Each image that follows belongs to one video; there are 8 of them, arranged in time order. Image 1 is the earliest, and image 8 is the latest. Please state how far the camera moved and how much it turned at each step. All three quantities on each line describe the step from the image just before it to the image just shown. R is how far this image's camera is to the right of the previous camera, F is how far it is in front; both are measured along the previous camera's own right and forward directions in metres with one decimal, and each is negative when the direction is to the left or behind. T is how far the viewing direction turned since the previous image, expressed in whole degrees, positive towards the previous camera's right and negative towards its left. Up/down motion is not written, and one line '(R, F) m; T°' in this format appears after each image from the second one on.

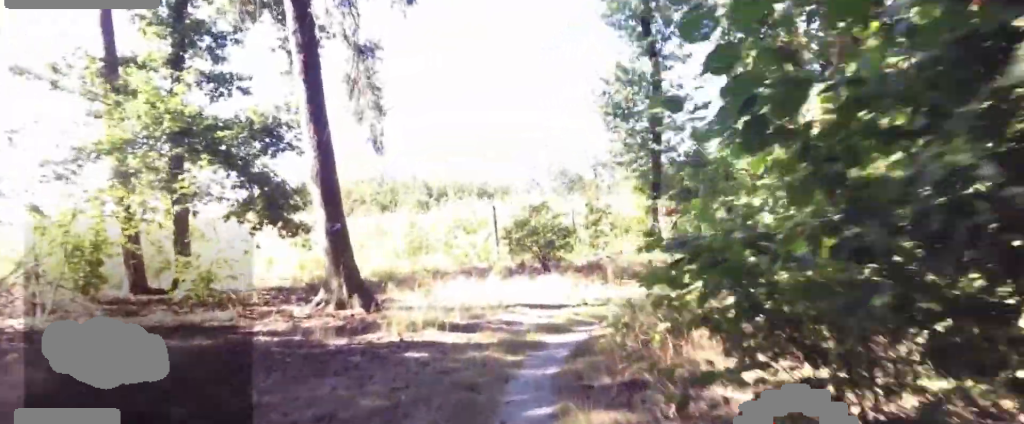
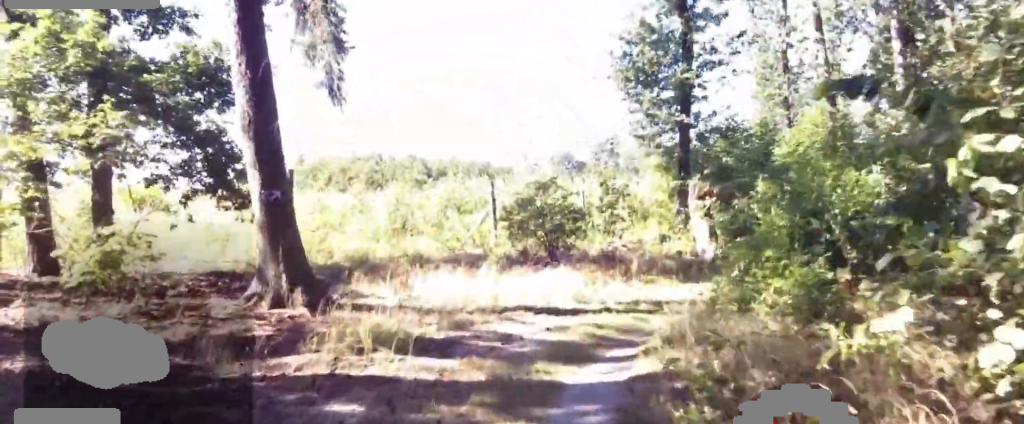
(+0.5, +2.6) m; +8°
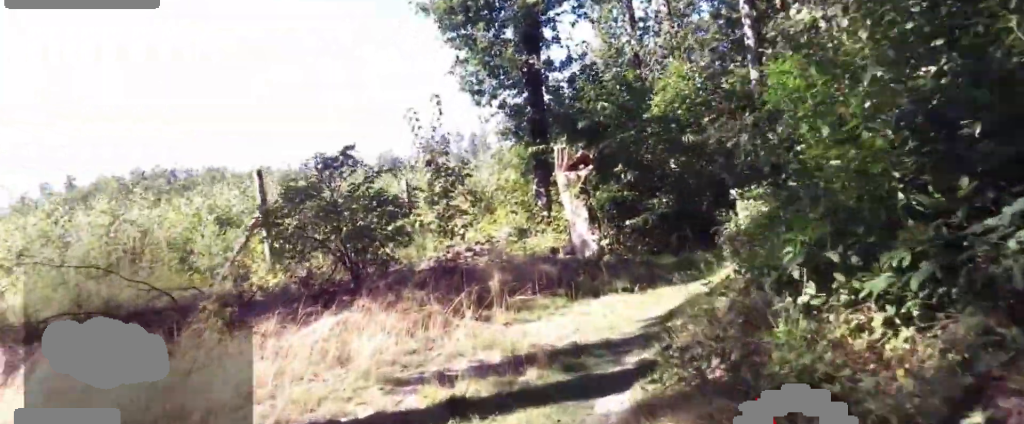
(+0.2, +5.3) m; +1°
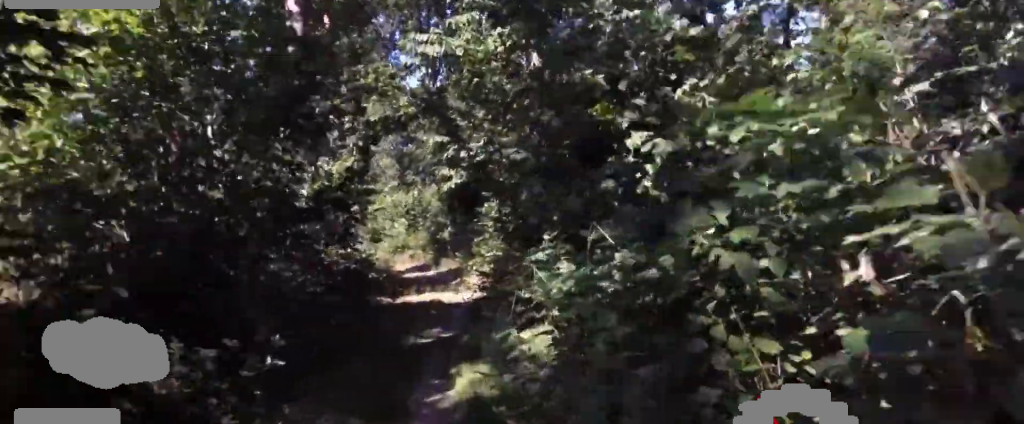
(+1.1, +11.7) m; +15°
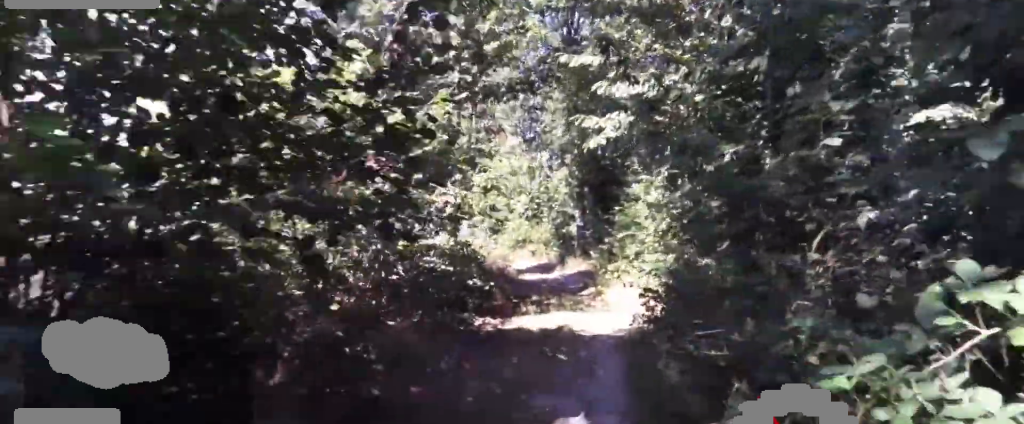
(+0.4, +5.1) m; +6°
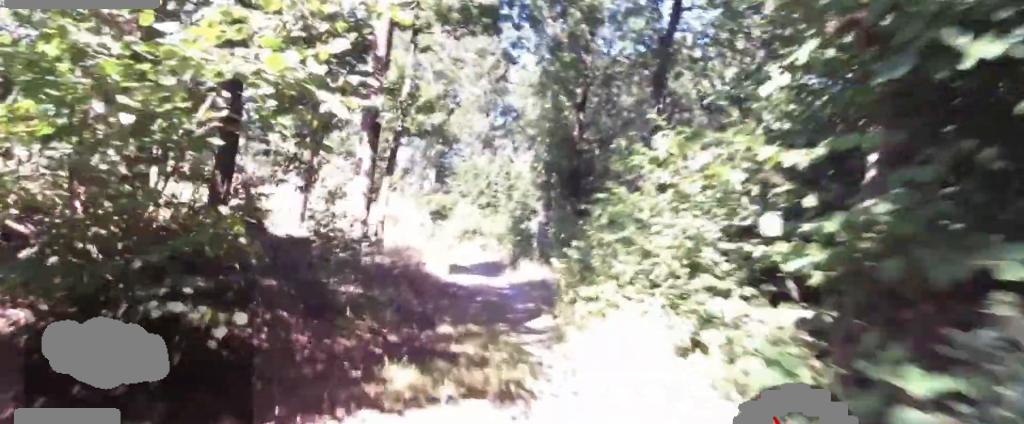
(0.0, +6.6) m; +6°
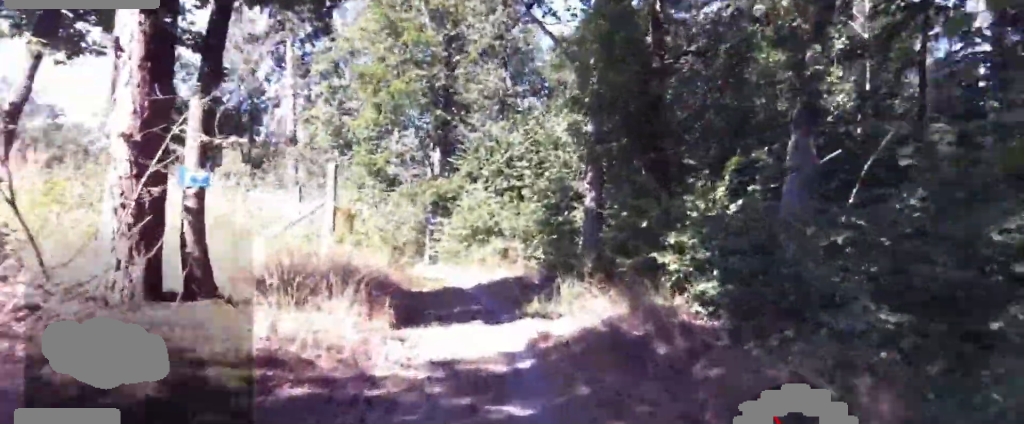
(+1.2, +9.9) m; +8°
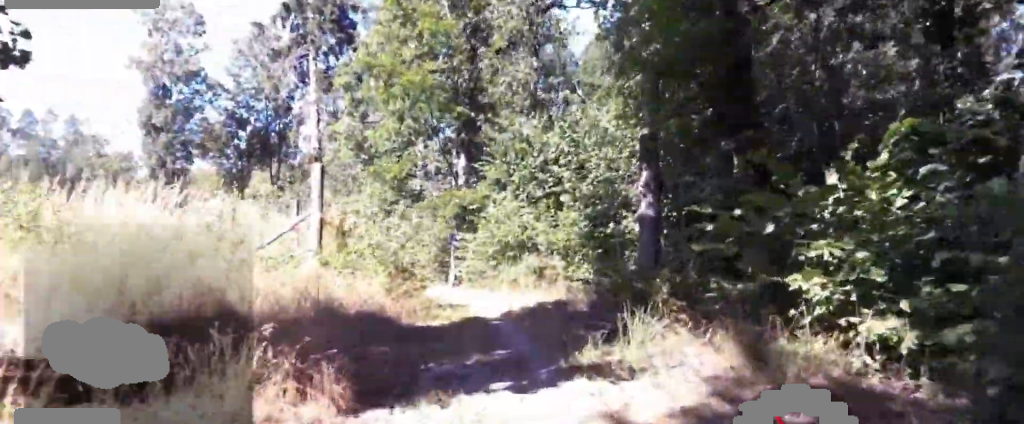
(0.0, +3.5) m; 0°
